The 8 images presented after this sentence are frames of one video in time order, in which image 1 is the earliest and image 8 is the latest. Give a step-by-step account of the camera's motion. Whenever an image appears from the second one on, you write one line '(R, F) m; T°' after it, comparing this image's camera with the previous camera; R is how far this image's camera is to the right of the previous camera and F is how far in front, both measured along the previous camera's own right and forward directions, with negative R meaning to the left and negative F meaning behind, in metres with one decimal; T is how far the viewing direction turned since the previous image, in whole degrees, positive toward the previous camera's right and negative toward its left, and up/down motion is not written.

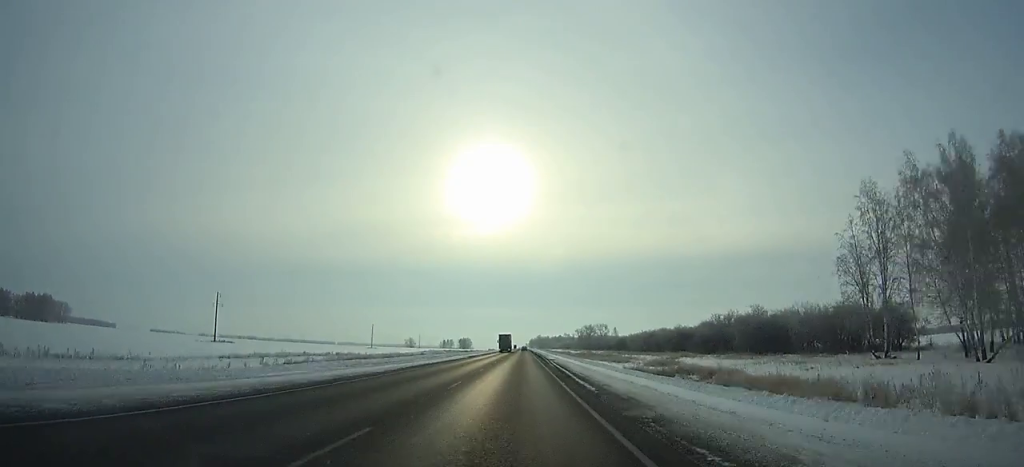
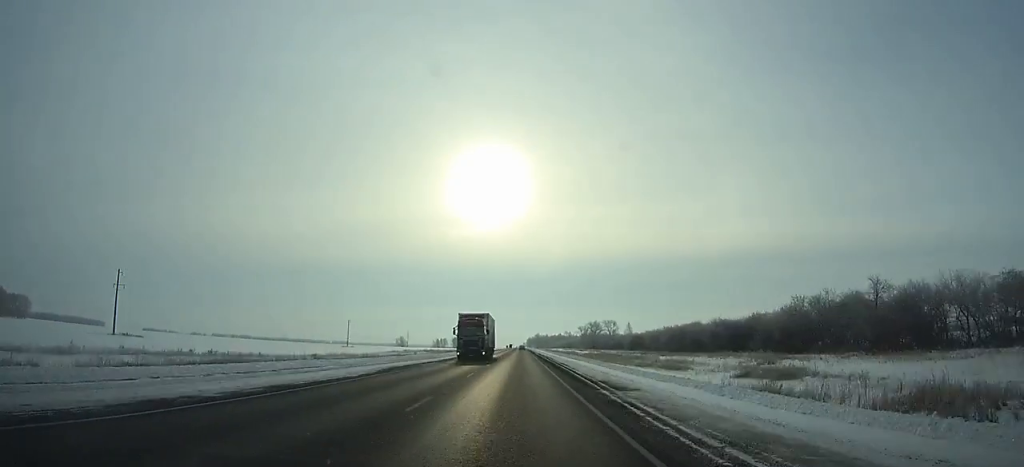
(-0.1, +42.6) m; 0°
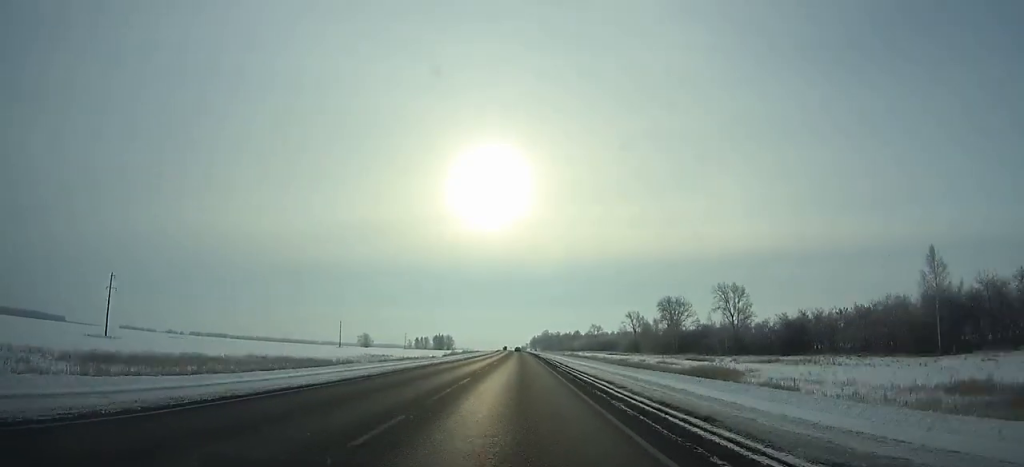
(-0.7, +181.9) m; 0°
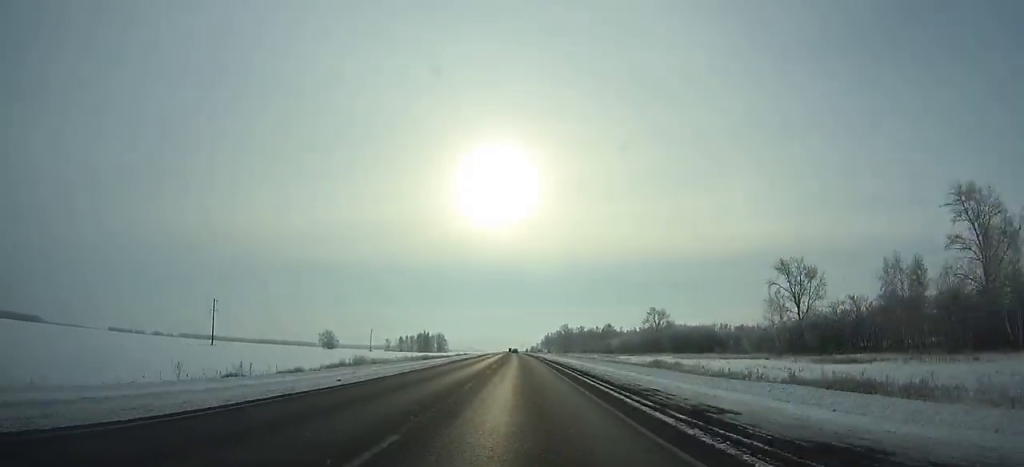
(-0.4, +132.7) m; -1°
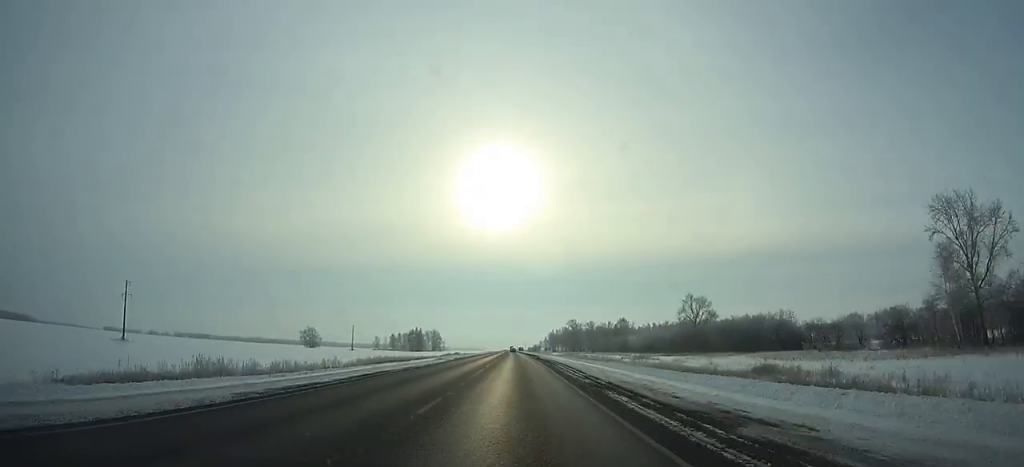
(-0.3, +42.0) m; 0°
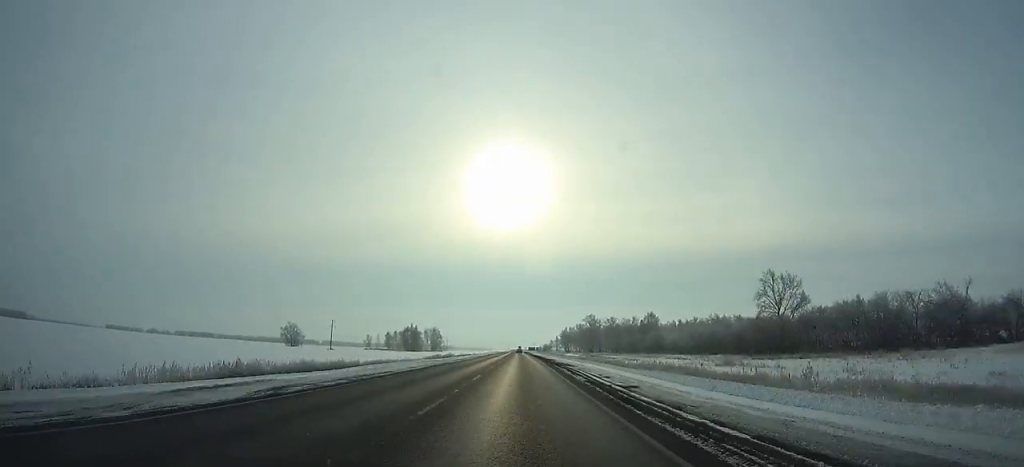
(-0.1, +47.4) m; 0°
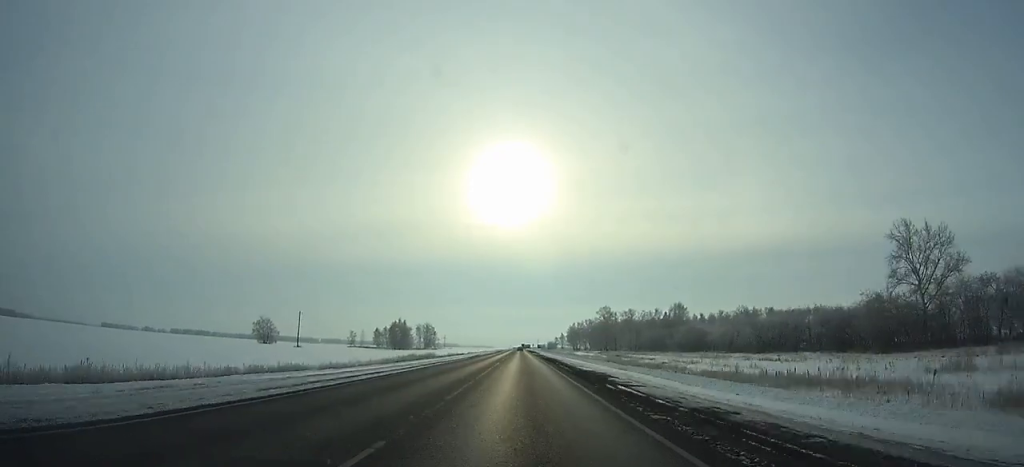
(-0.1, +41.5) m; 0°
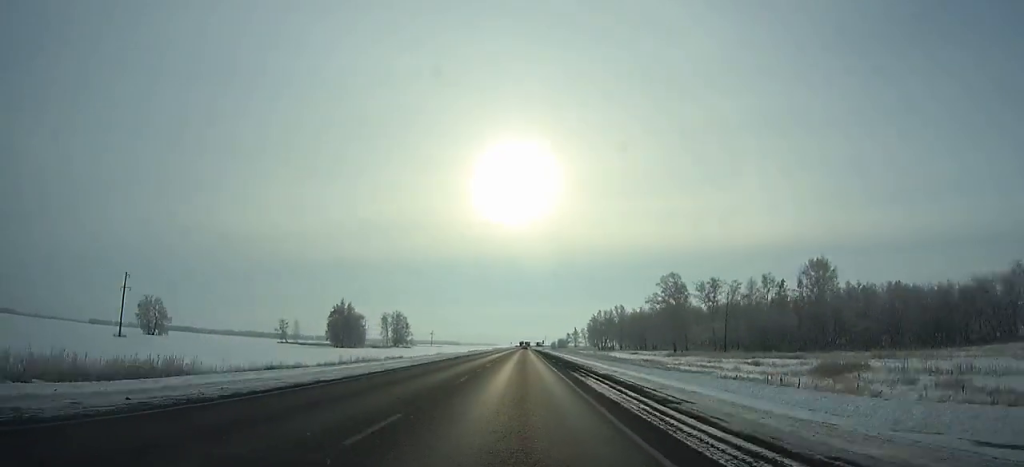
(-0.5, +104.2) m; 0°
